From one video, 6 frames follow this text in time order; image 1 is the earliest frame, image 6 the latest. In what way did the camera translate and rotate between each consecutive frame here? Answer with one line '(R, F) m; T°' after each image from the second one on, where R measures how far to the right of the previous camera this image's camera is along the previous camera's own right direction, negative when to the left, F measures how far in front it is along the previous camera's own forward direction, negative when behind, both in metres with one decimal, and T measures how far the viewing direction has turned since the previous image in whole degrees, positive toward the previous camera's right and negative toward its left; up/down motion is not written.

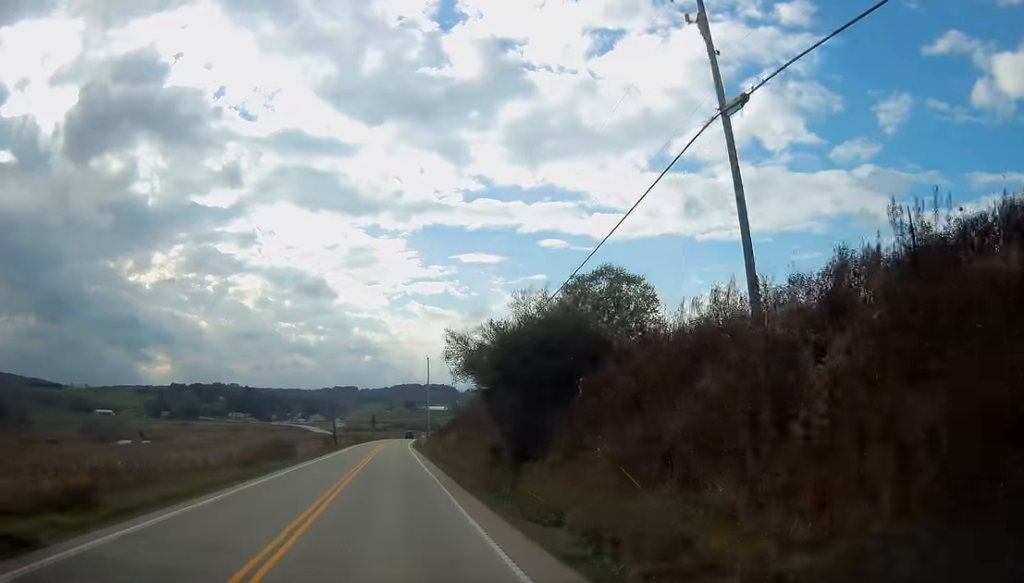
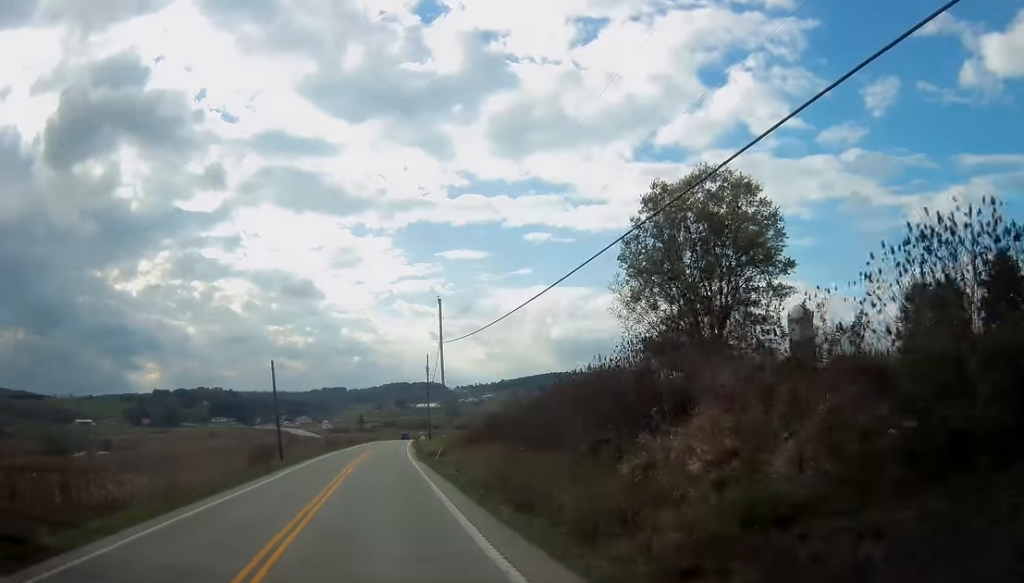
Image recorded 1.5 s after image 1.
(+0.2, +35.4) m; +1°
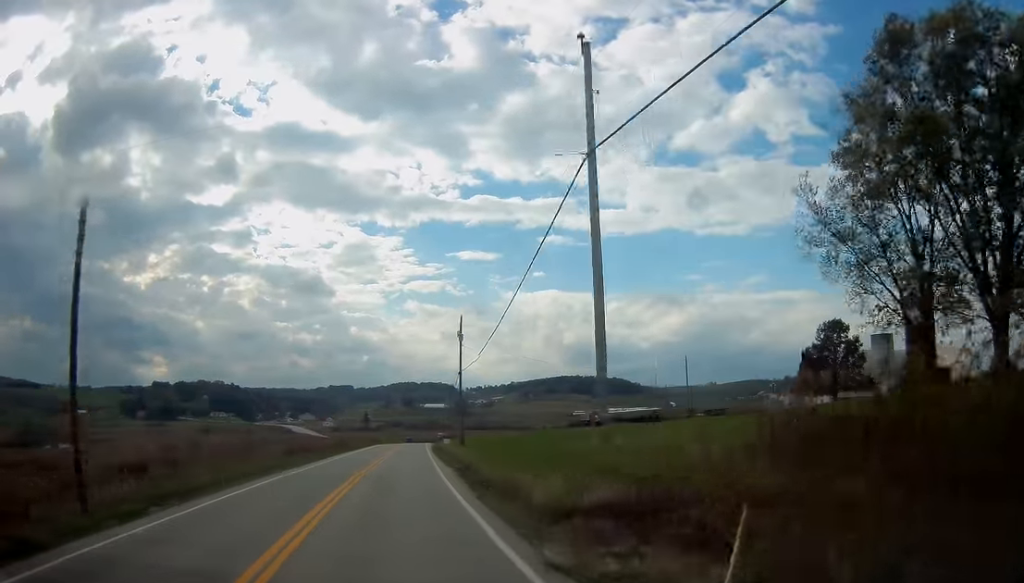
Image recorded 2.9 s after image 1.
(+0.2, +33.1) m; 0°
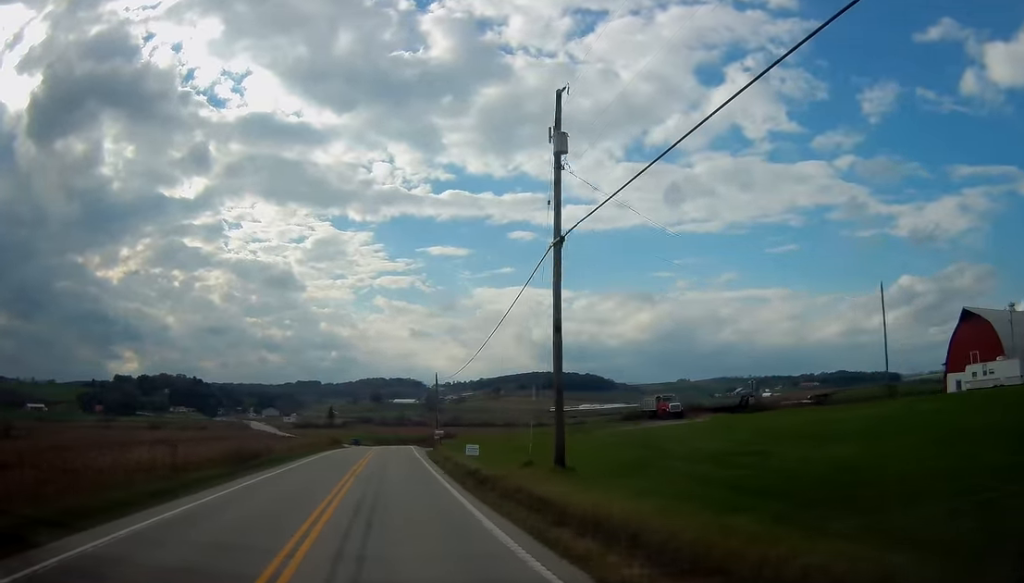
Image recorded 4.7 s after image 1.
(+0.1, +42.6) m; +1°
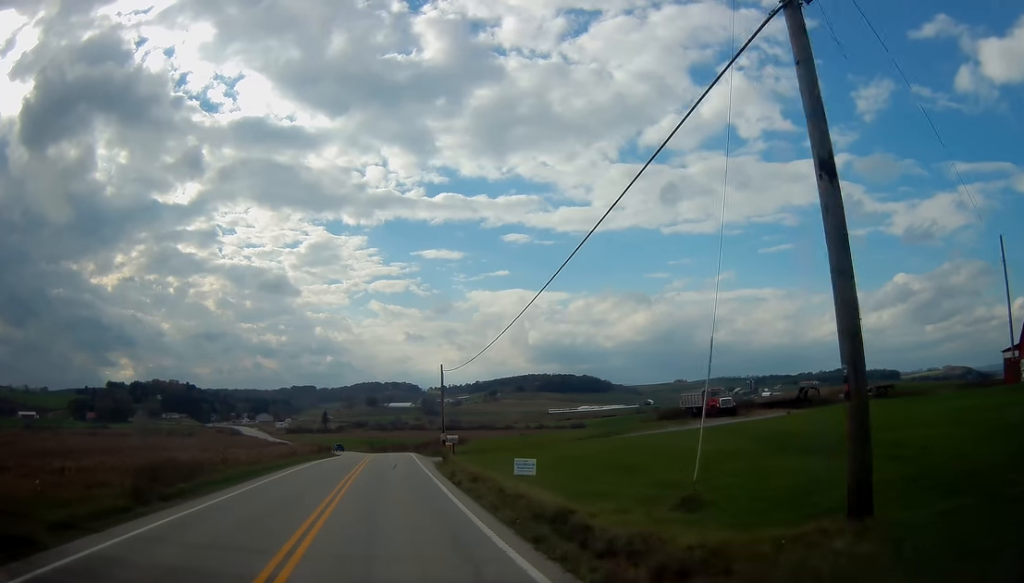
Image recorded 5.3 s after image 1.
(+0.1, +13.4) m; +1°
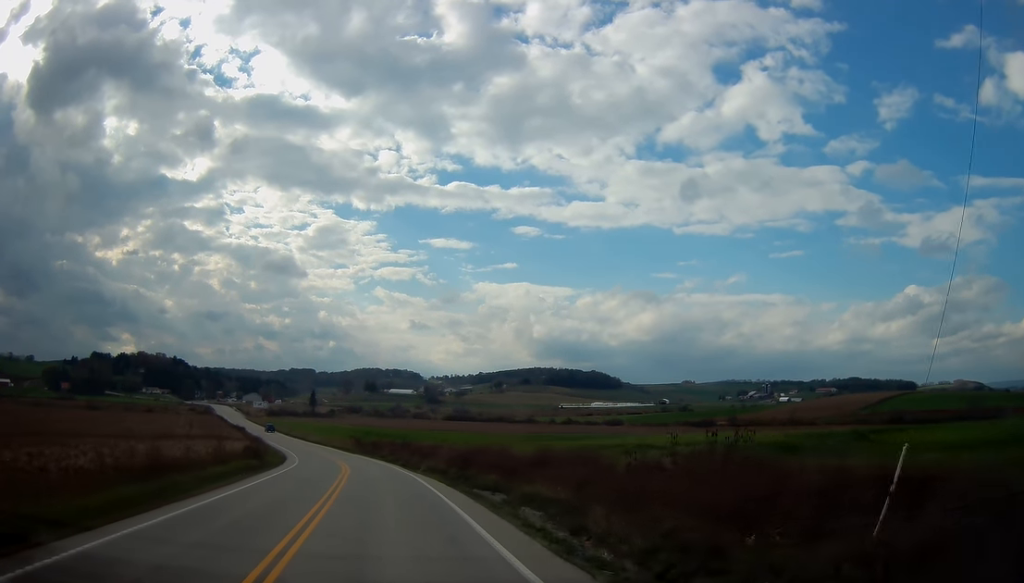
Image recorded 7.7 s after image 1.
(+0.8, +57.4) m; +1°
